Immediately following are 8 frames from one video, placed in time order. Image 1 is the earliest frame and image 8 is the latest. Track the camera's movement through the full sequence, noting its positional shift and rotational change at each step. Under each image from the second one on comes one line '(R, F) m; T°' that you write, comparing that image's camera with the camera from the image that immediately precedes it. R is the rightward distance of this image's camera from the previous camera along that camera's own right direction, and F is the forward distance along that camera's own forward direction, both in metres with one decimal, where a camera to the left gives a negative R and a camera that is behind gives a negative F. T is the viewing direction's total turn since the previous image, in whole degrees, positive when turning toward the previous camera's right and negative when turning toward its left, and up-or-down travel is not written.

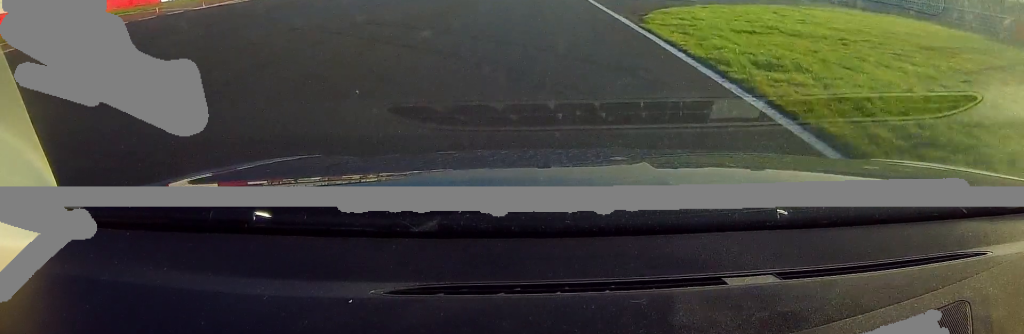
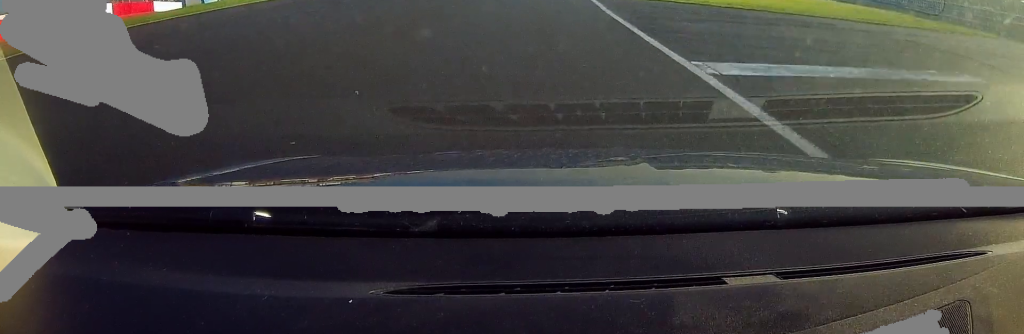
(-0.2, +21.4) m; 0°
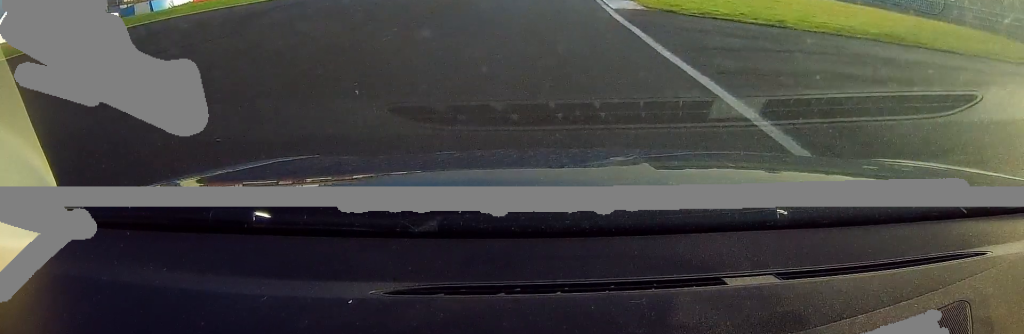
(+0.1, +8.4) m; 0°
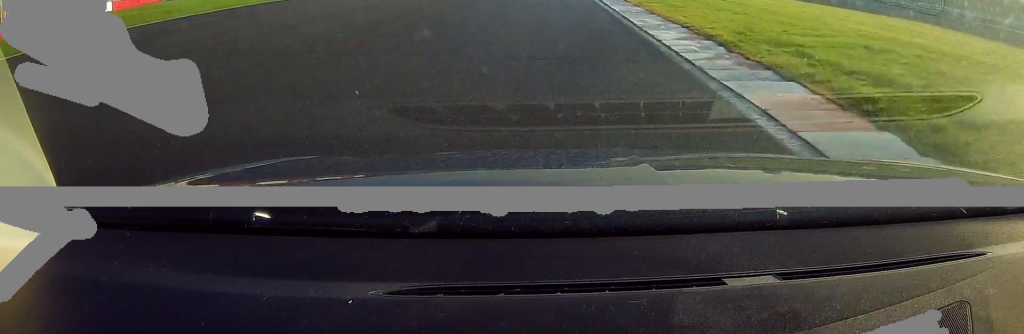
(0.0, +24.0) m; +1°
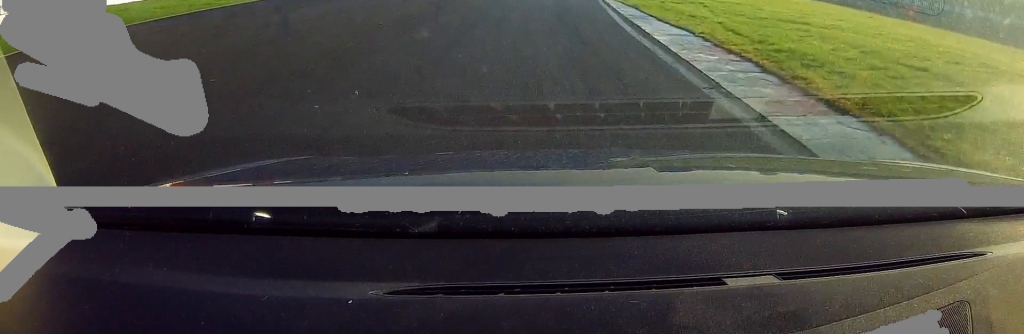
(+0.8, +19.1) m; +2°
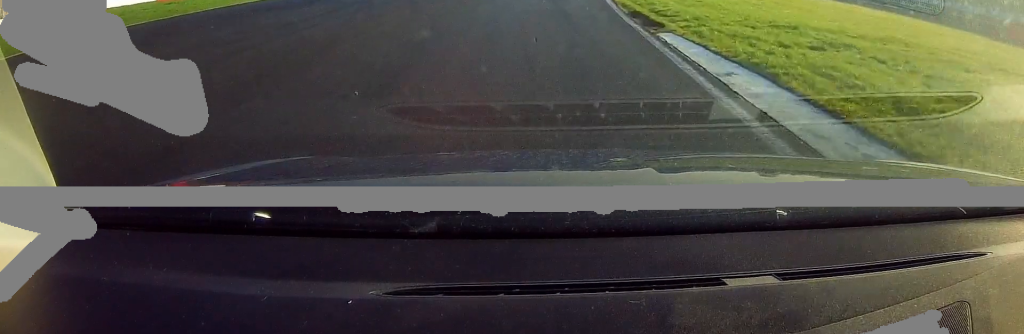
(-0.3, +12.0) m; 0°
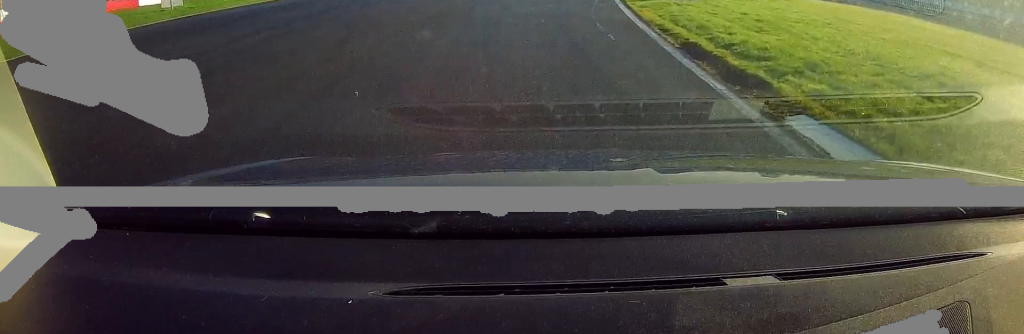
(0.0, +6.7) m; +1°
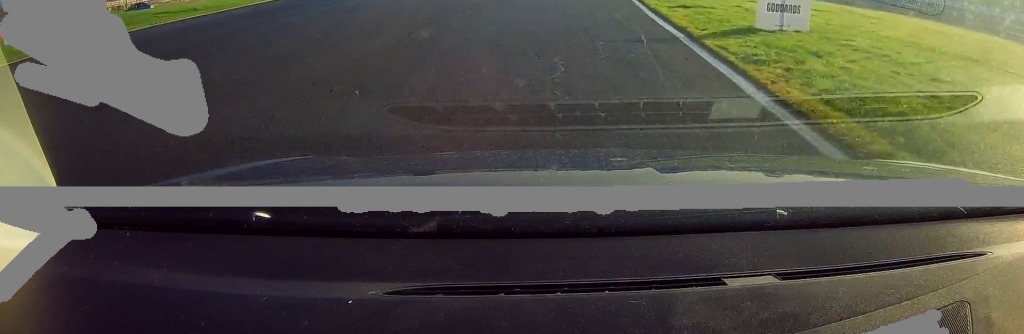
(+0.3, +10.4) m; +2°
